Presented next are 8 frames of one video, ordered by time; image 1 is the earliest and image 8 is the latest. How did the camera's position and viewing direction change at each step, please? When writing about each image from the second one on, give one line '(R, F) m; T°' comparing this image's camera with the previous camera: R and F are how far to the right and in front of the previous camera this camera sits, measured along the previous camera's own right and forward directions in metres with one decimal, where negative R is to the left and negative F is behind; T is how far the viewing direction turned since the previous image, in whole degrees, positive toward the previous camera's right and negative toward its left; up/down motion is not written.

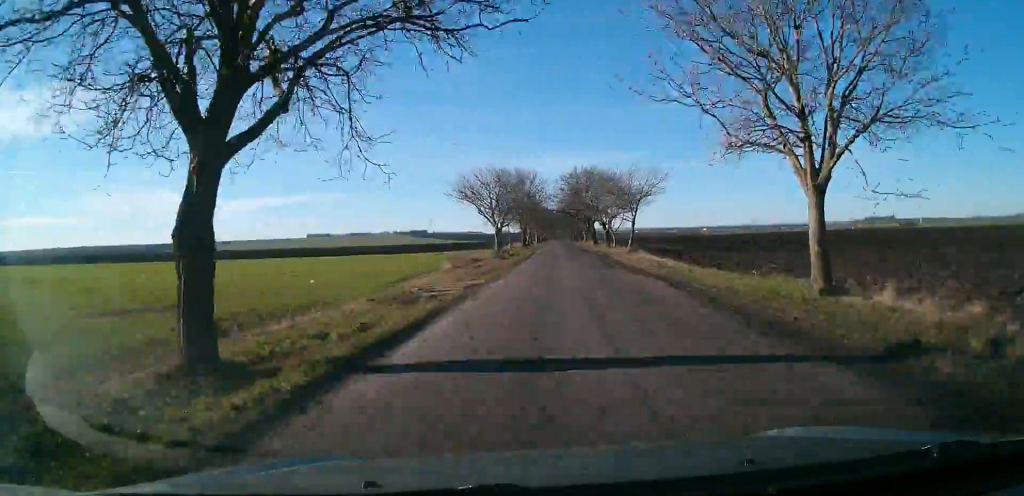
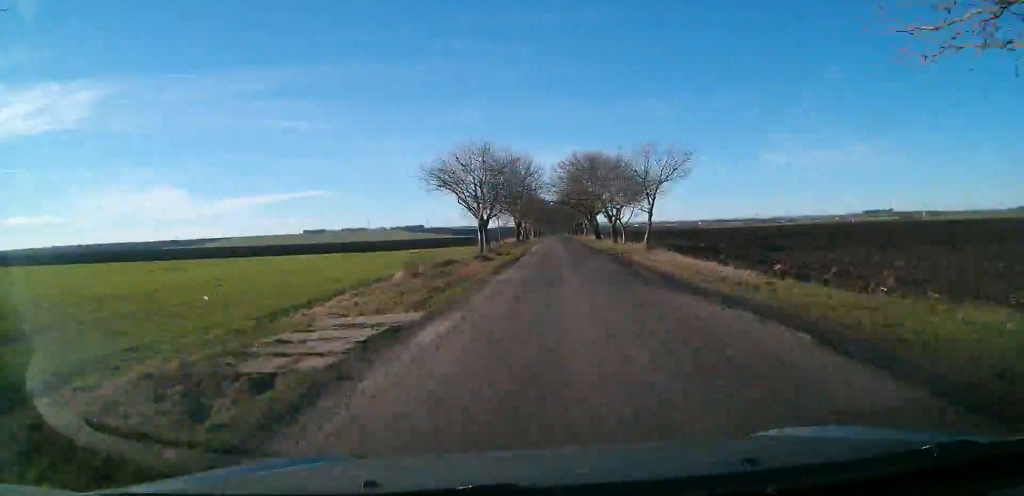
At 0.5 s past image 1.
(0.0, +10.2) m; 0°
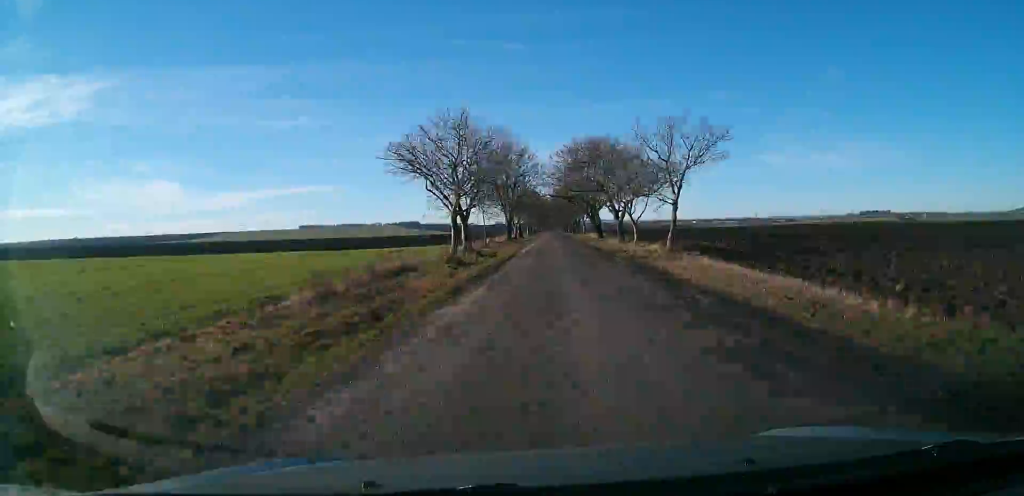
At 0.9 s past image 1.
(0.0, +9.6) m; 0°
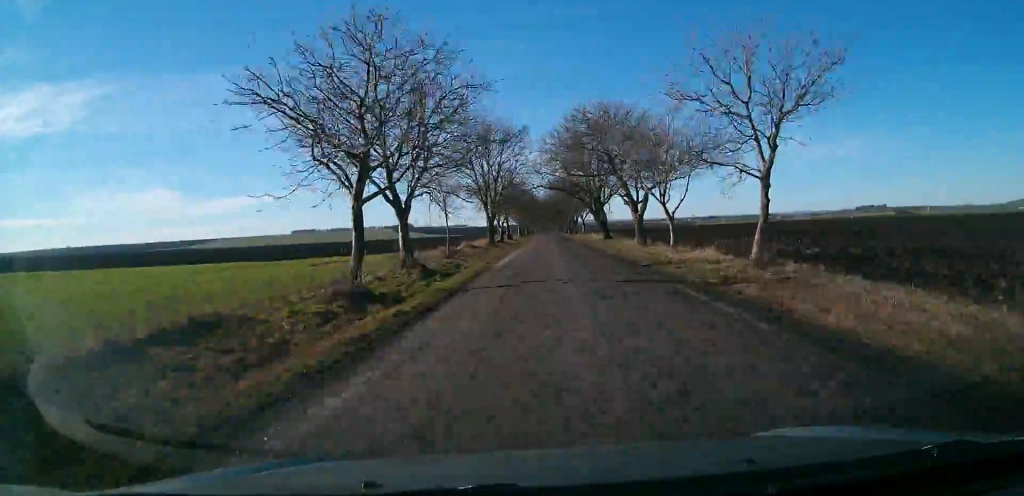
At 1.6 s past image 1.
(0.0, +14.9) m; 0°
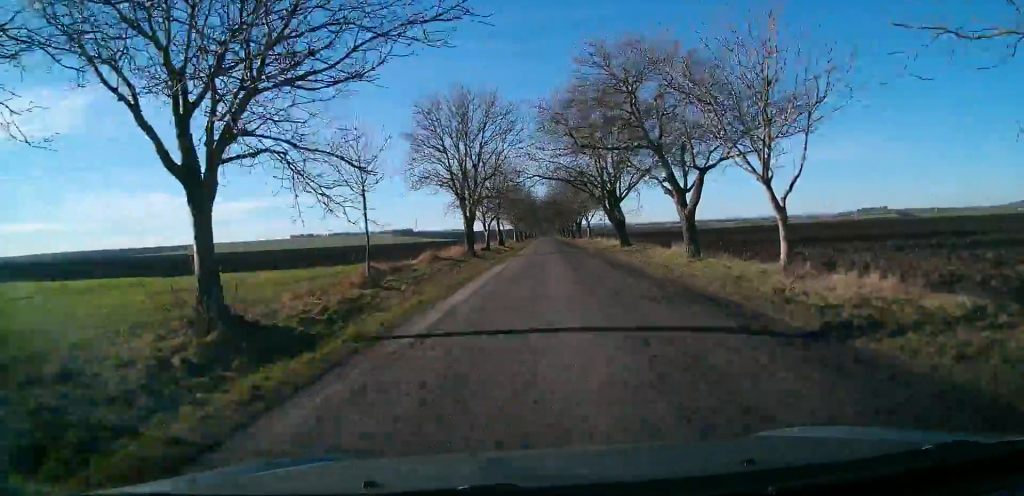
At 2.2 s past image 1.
(0.0, +14.4) m; 0°
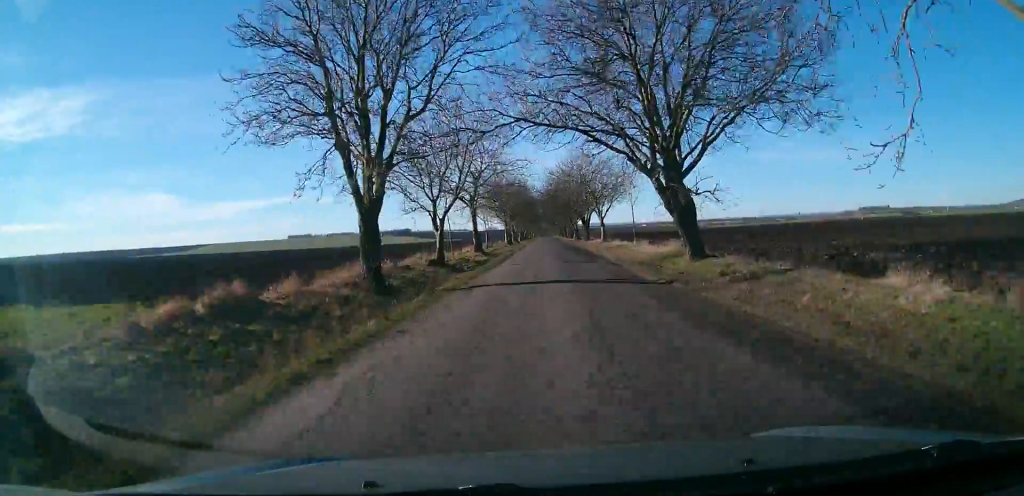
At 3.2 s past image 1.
(0.0, +22.2) m; 0°
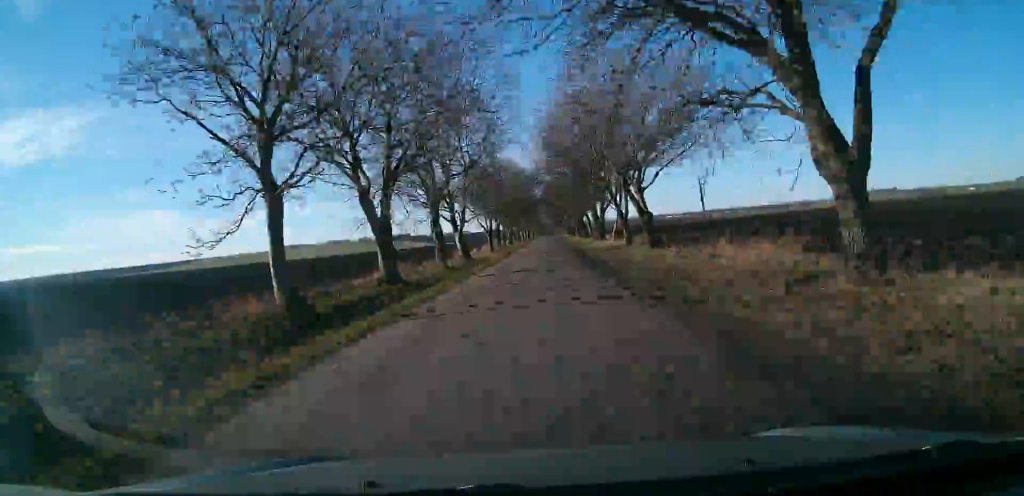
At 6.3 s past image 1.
(+0.3, +73.4) m; 0°
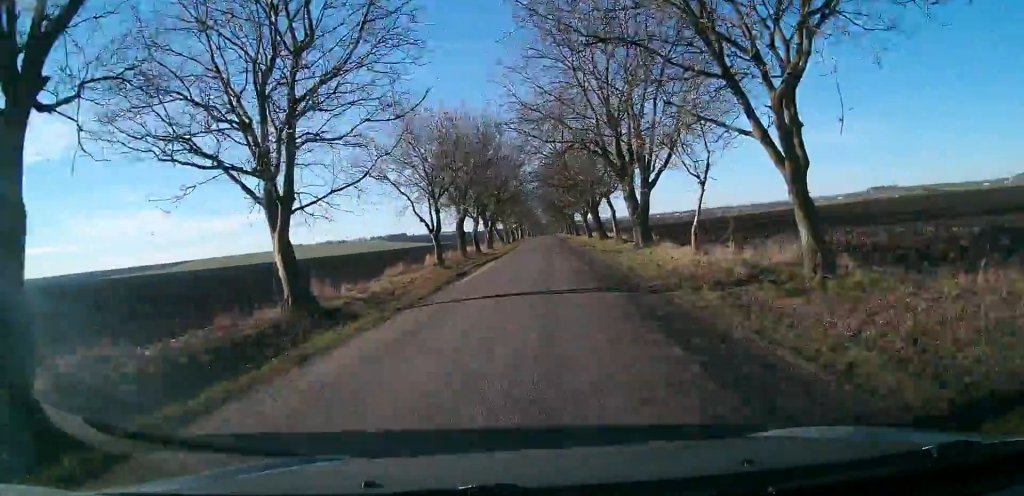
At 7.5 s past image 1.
(0.0, +28.8) m; 0°
